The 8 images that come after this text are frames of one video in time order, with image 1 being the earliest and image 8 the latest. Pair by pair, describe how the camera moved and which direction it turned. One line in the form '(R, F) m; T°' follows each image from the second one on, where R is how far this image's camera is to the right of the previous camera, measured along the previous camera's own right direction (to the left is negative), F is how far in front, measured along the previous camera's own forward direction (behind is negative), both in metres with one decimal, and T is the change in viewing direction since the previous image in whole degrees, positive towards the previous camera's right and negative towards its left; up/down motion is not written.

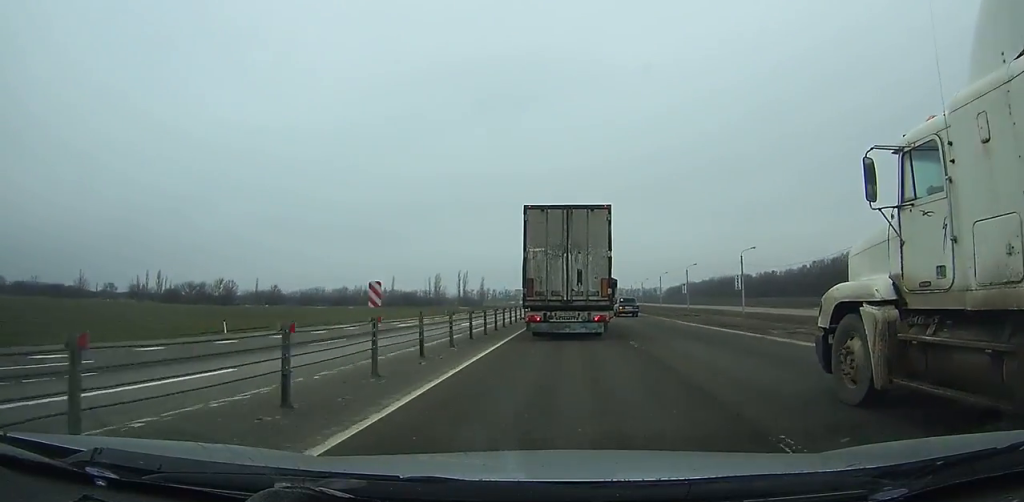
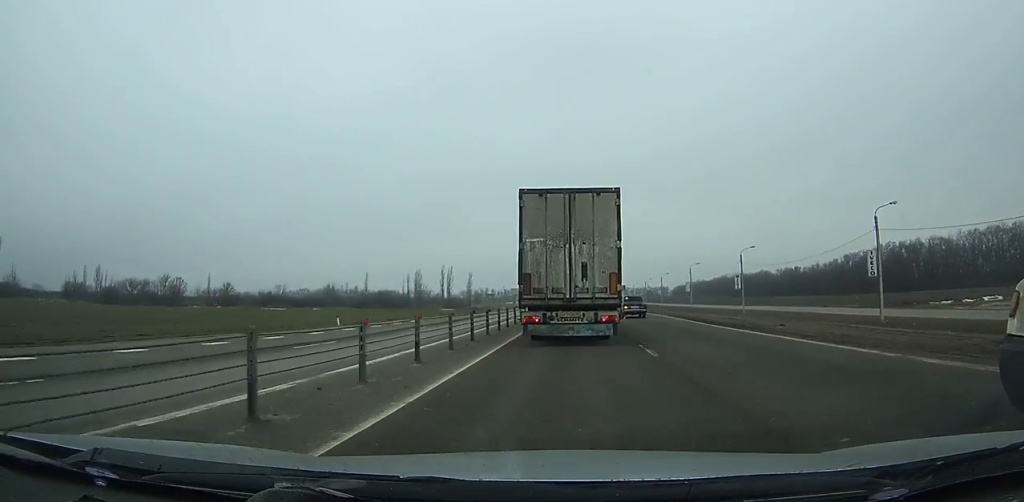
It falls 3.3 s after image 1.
(-0.3, +35.5) m; 0°
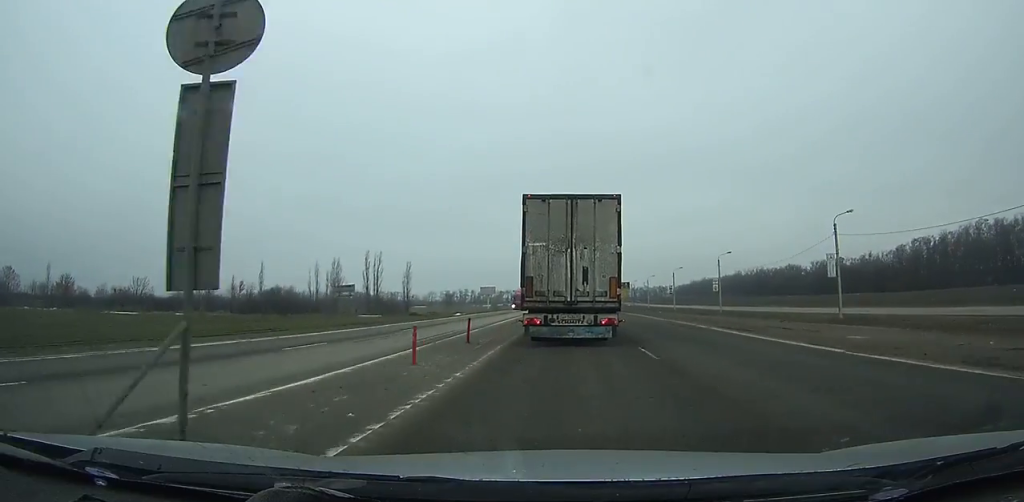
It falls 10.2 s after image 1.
(+1.0, +75.2) m; +1°
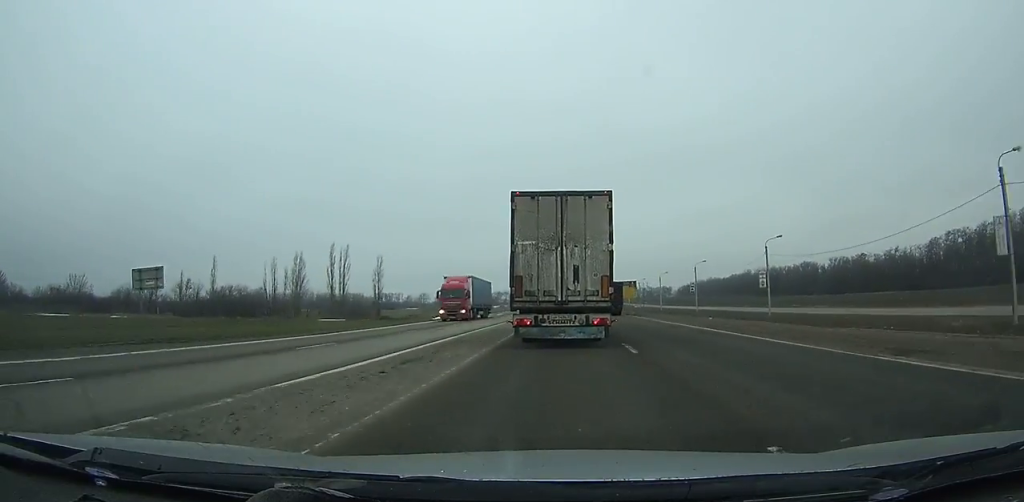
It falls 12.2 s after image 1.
(-0.1, +22.8) m; 0°
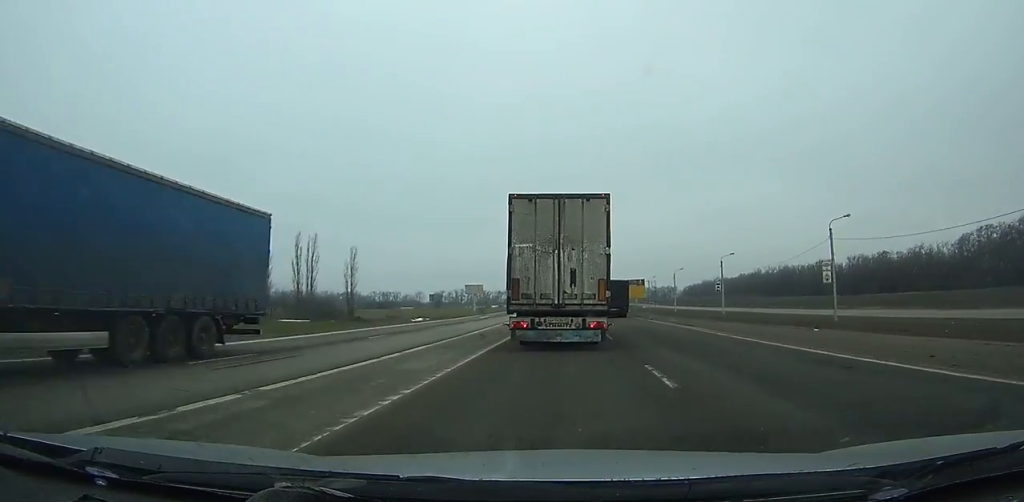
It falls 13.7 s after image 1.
(-0.1, +17.2) m; 0°
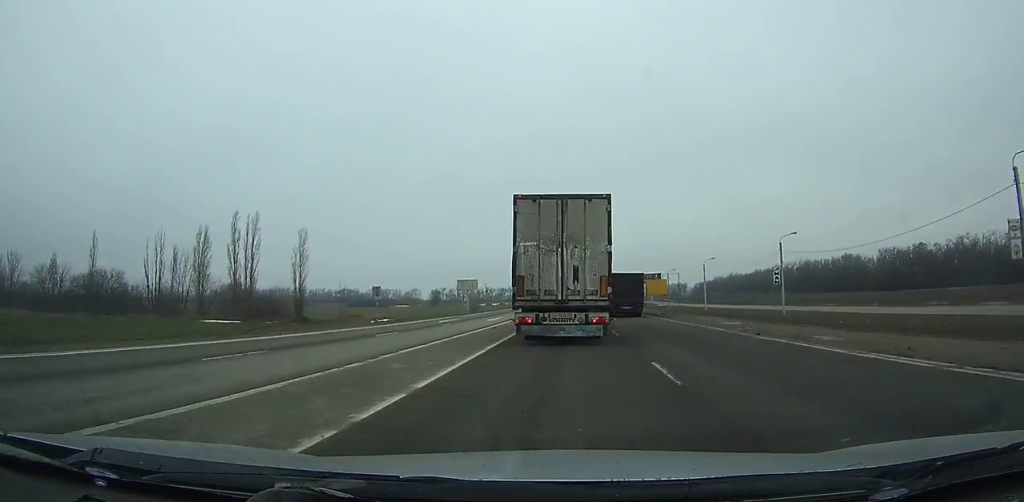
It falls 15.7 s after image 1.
(+0.1, +23.7) m; 0°
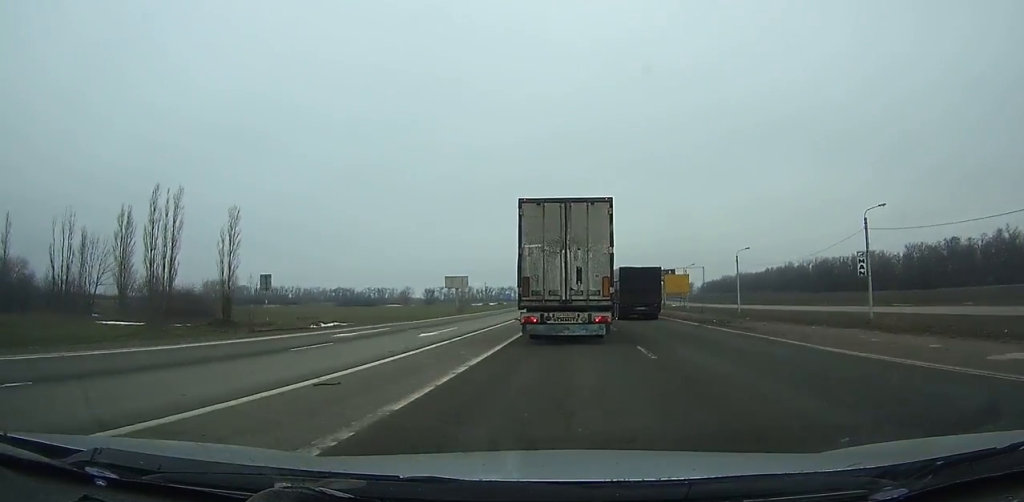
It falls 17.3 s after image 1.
(0.0, +19.1) m; 0°
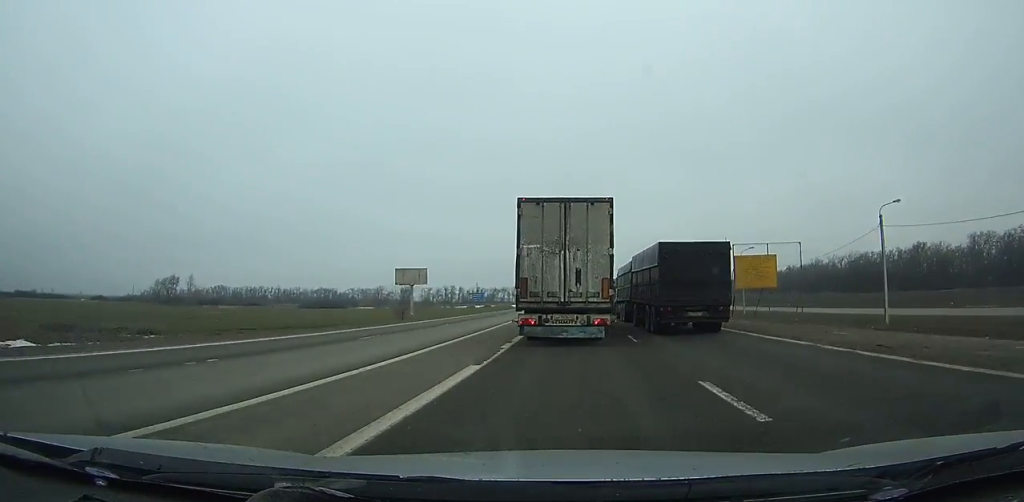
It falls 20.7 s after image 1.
(-0.1, +41.6) m; 0°
